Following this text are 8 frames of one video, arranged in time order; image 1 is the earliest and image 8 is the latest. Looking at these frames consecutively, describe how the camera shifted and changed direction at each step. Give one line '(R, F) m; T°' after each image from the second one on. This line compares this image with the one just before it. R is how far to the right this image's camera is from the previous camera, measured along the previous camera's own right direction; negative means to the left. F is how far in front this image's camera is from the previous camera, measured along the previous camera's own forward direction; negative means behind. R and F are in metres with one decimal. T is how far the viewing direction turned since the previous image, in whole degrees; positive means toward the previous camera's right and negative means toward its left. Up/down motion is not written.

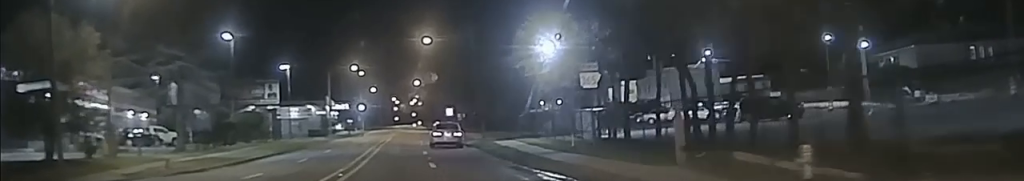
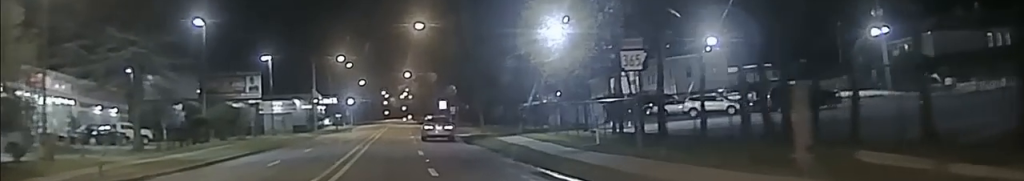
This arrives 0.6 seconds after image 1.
(0.0, +6.3) m; 0°
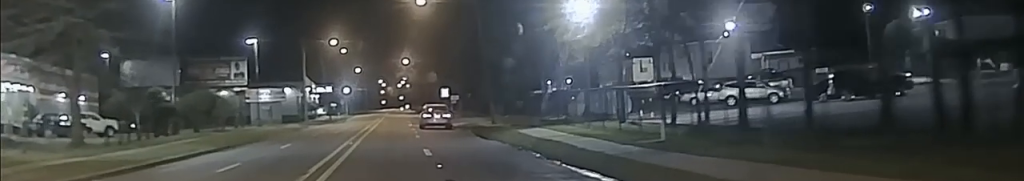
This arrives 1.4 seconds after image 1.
(0.0, +10.0) m; 0°
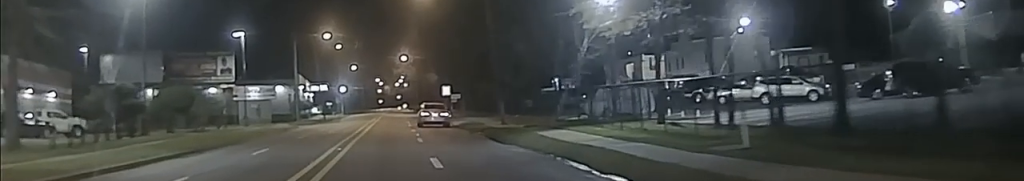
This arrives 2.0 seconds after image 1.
(0.0, +7.5) m; -1°
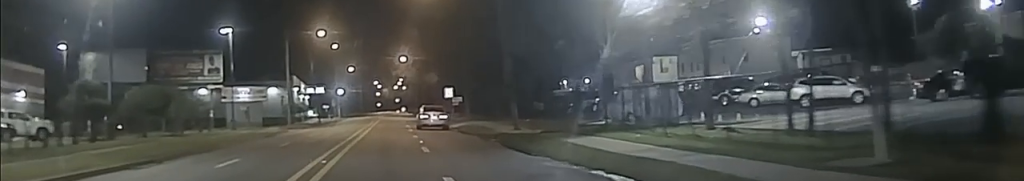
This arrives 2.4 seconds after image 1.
(+0.1, +6.0) m; -1°
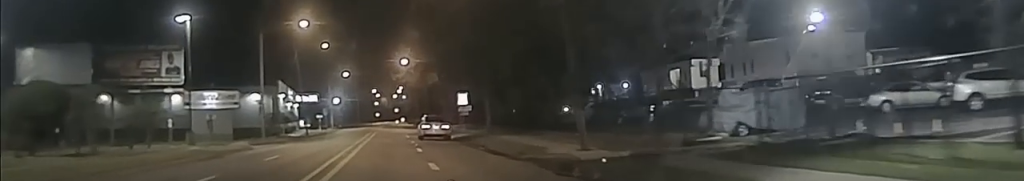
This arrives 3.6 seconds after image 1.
(-0.6, +17.6) m; -1°
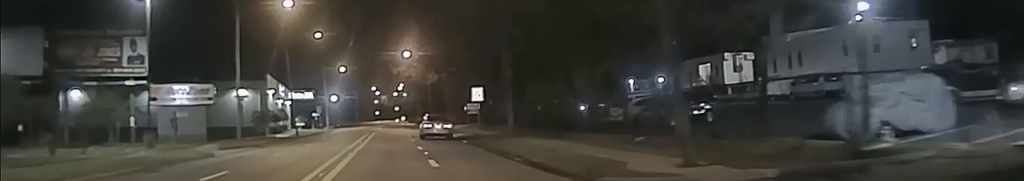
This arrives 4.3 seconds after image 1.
(+0.3, +11.4) m; 0°
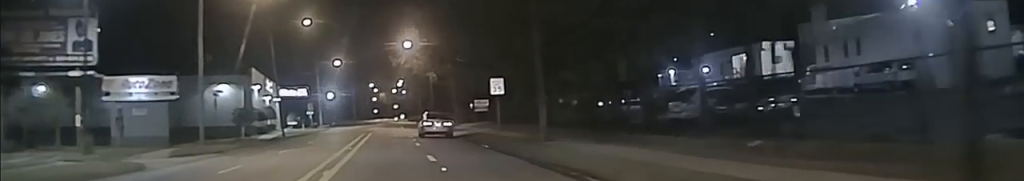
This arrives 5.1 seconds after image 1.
(-0.2, +11.4) m; -1°
